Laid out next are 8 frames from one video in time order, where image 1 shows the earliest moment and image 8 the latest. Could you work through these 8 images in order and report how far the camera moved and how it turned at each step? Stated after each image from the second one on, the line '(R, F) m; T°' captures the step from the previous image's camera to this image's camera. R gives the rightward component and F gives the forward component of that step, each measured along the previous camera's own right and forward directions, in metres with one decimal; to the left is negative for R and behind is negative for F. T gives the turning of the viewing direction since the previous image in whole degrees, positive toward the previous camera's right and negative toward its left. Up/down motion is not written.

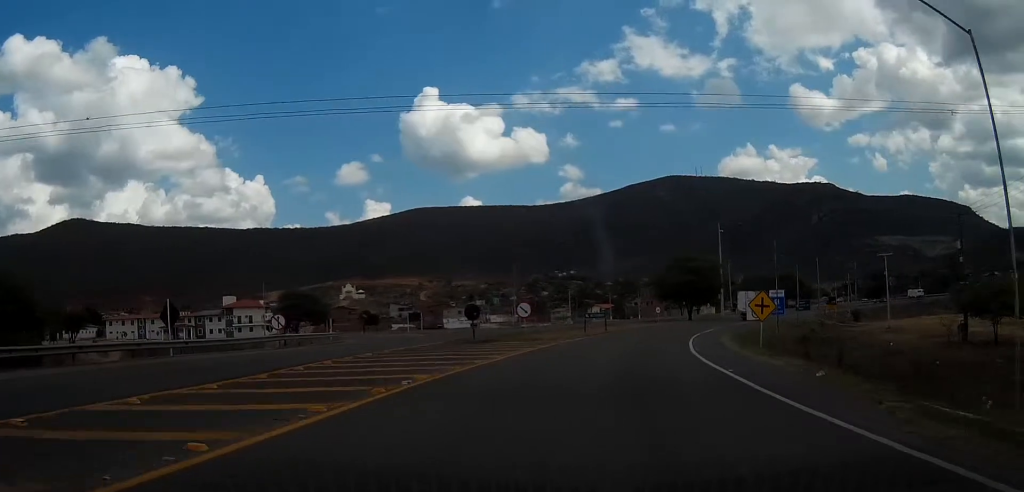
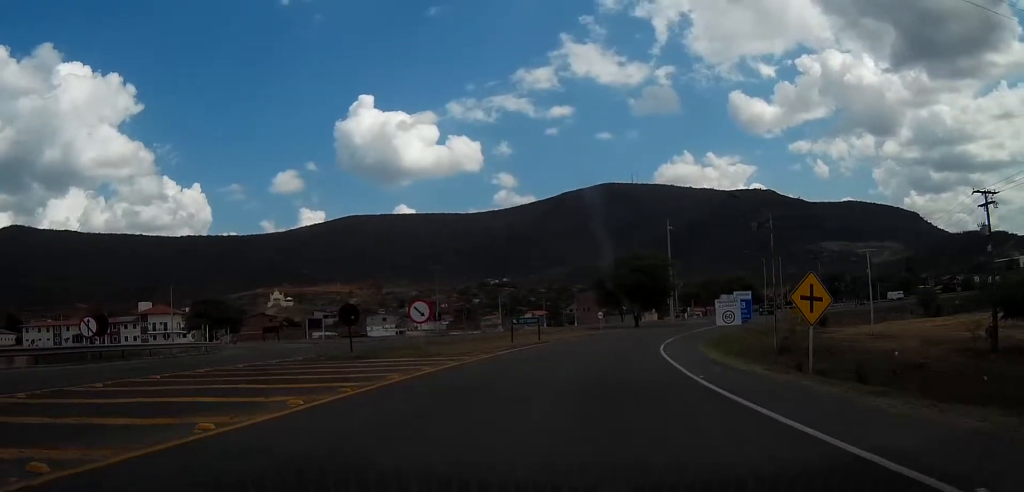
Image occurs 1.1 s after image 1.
(+0.7, +13.5) m; +4°
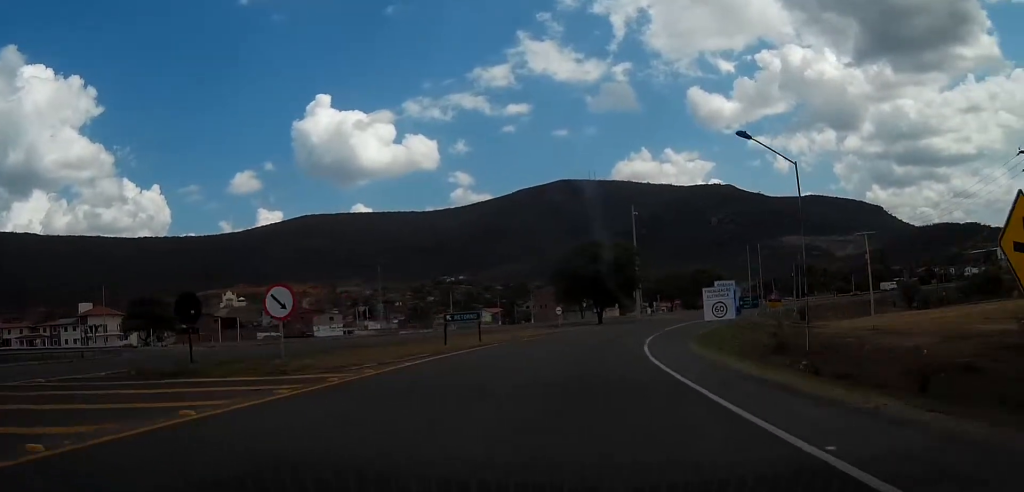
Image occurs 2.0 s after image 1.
(+0.2, +11.0) m; +3°
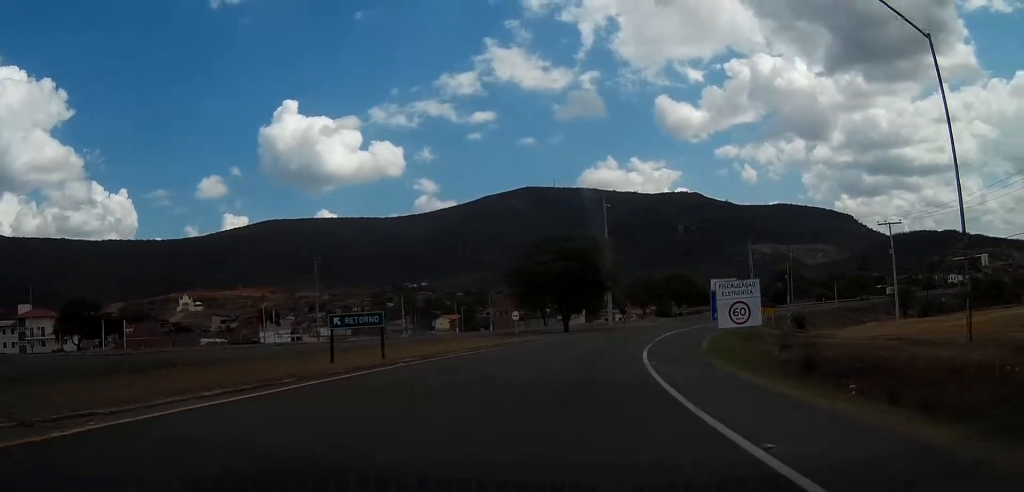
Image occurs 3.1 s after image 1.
(+0.4, +13.6) m; +4°
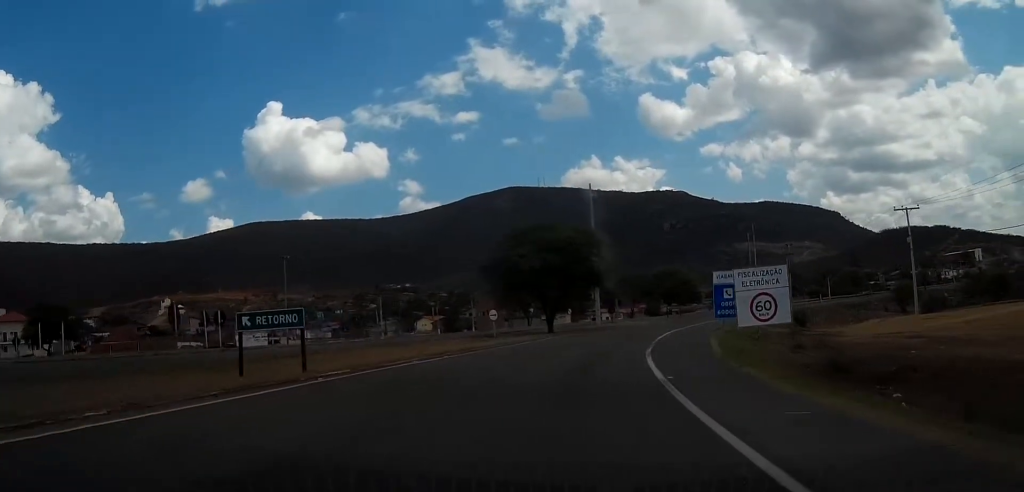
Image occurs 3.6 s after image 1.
(+0.2, +6.3) m; +1°
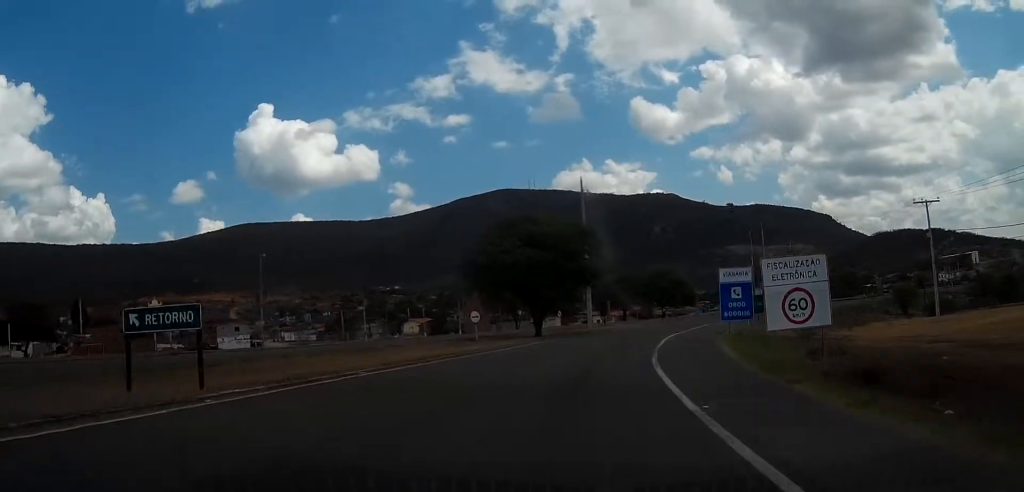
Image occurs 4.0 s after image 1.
(0.0, +5.0) m; +1°
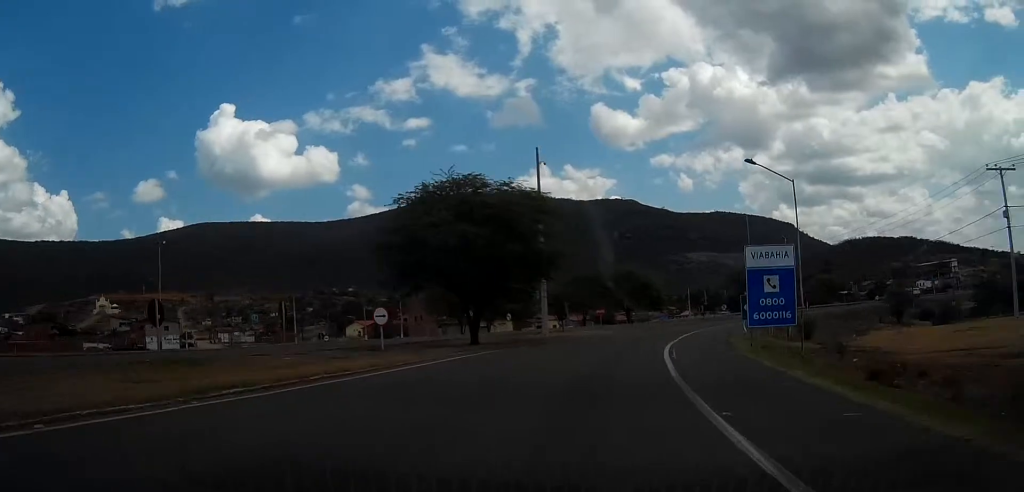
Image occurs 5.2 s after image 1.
(+0.4, +15.1) m; +4°
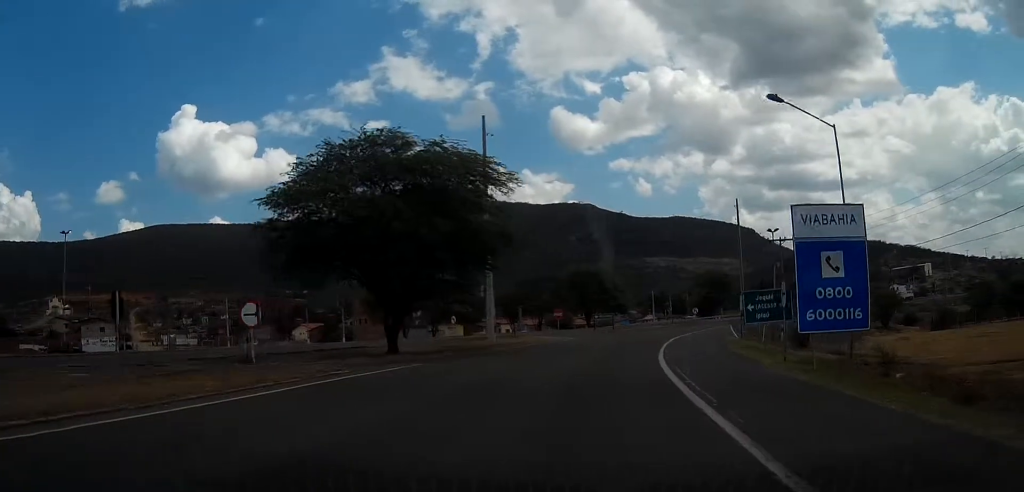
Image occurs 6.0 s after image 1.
(+0.3, +10.4) m; +4°
